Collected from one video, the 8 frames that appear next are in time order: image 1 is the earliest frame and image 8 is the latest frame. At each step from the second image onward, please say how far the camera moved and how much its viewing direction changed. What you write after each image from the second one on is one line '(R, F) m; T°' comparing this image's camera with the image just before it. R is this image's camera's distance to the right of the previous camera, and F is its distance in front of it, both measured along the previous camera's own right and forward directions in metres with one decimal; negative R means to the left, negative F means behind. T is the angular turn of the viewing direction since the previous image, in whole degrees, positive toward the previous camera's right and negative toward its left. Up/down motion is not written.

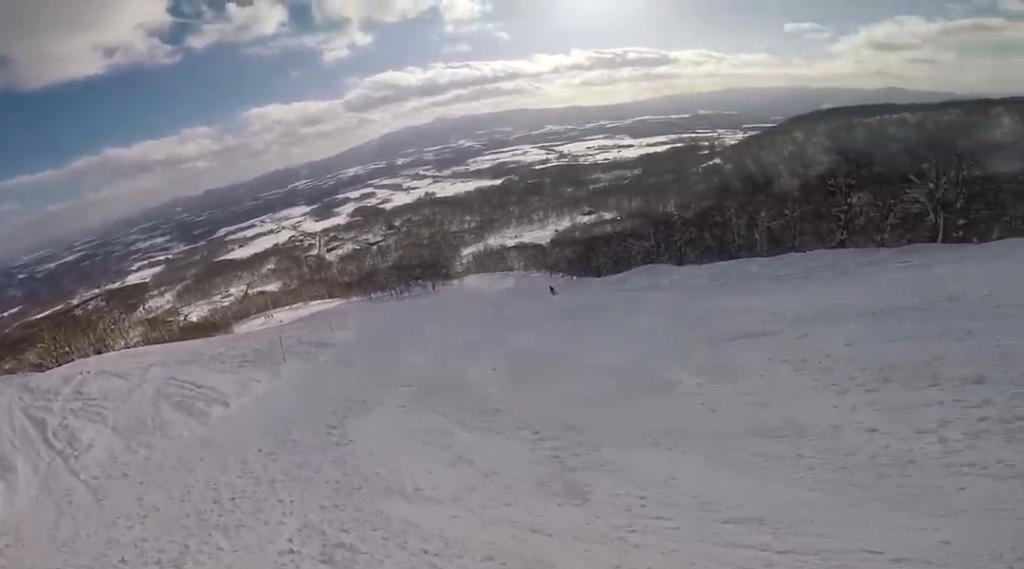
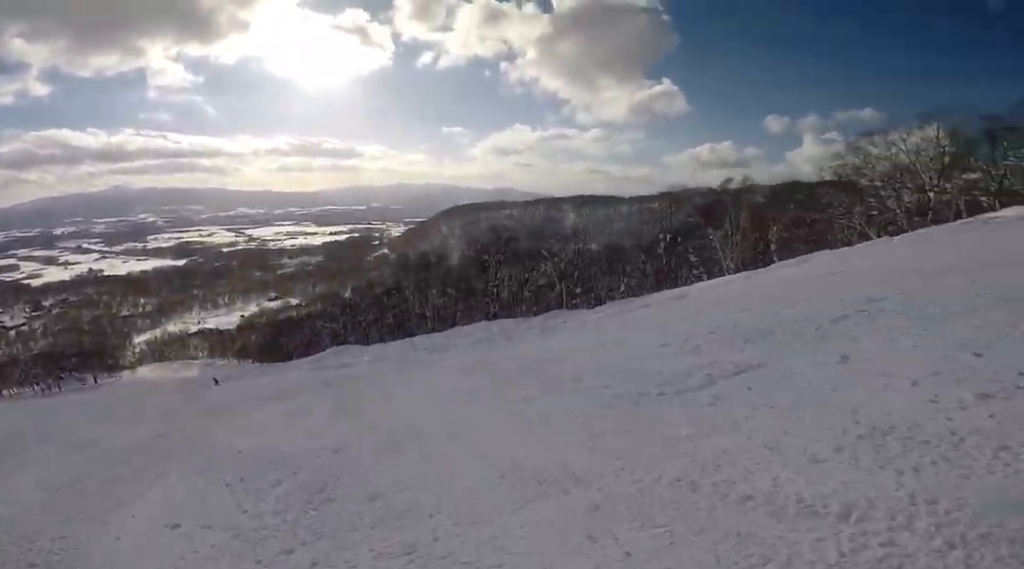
(+2.5, +4.0) m; +39°
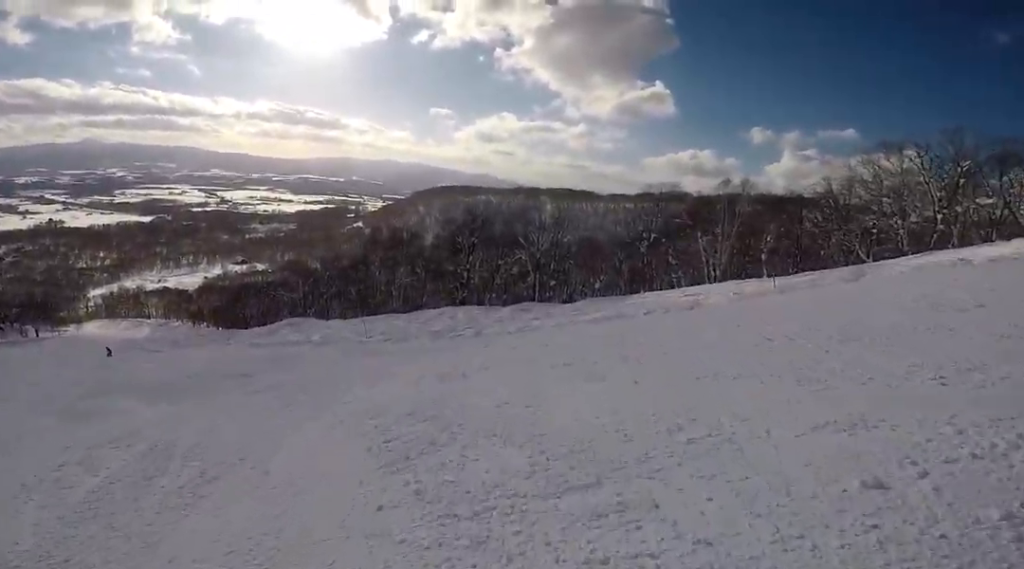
(+0.1, +4.2) m; -2°
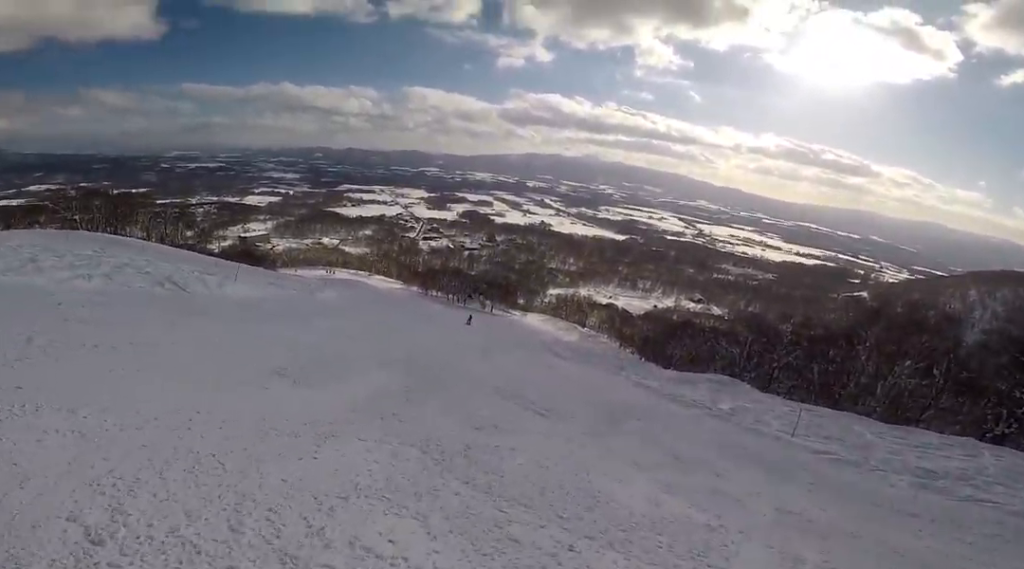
(-1.7, +6.4) m; -43°
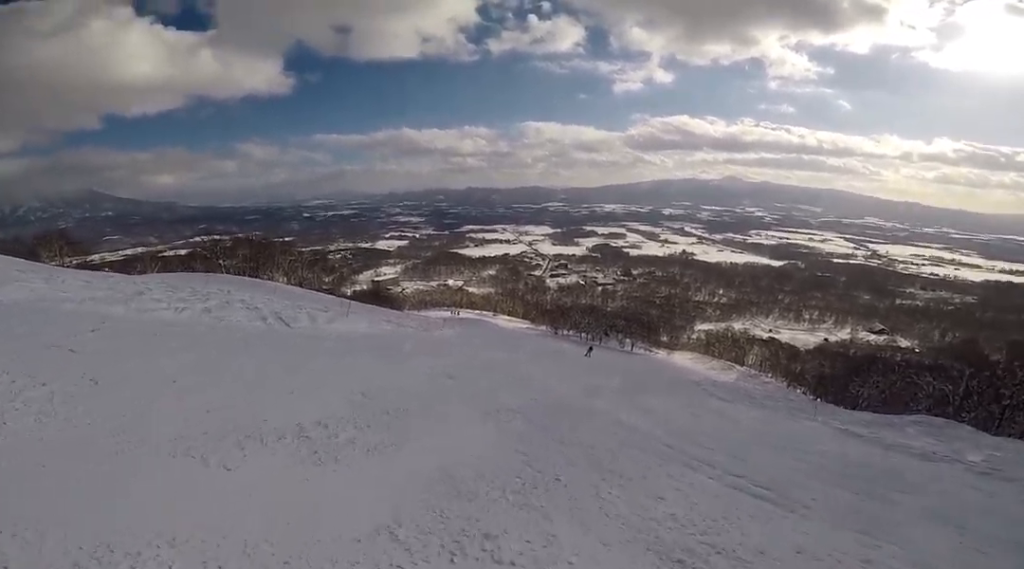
(-0.9, +3.8) m; -27°
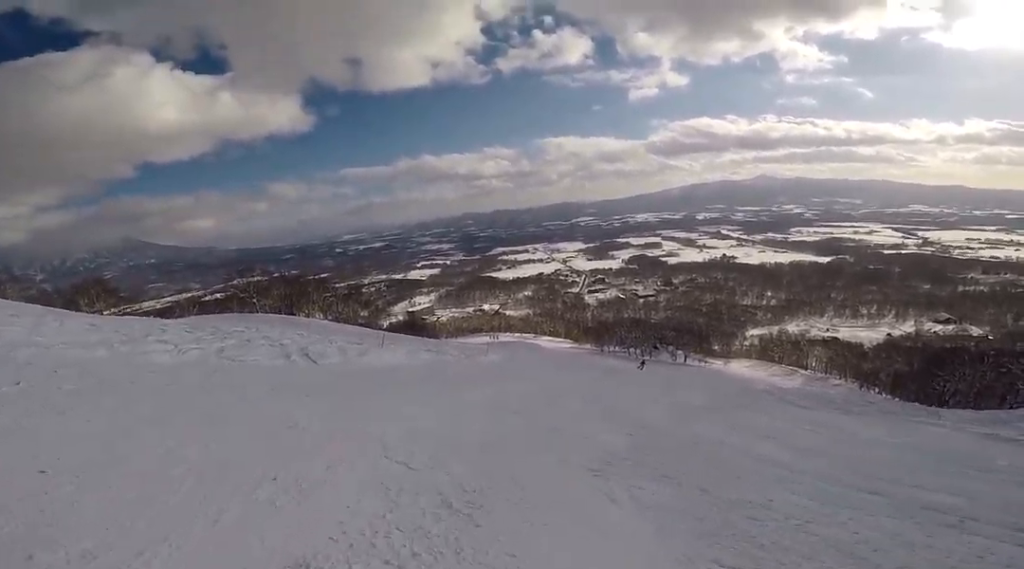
(-0.9, +3.0) m; -4°
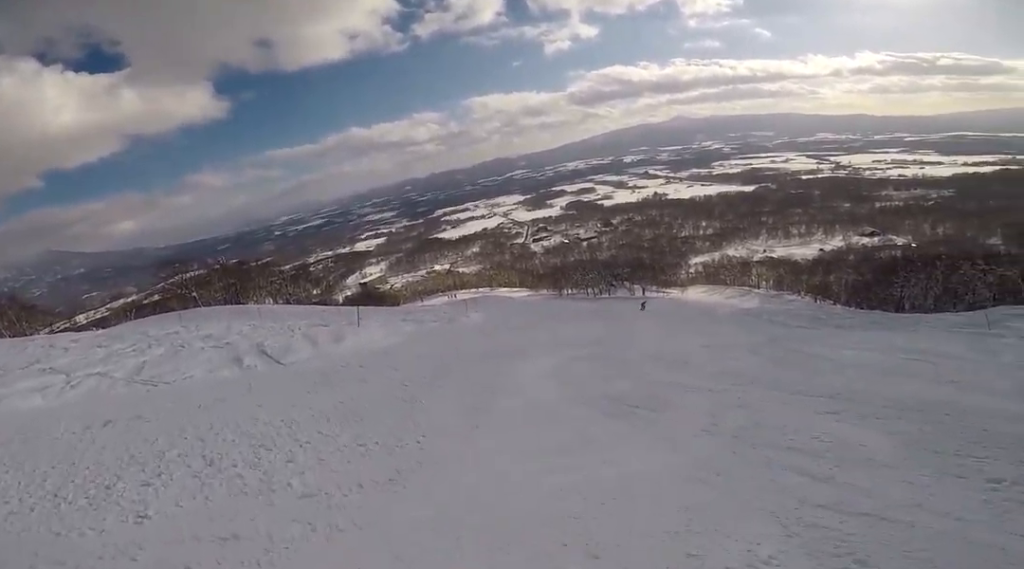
(+0.1, +5.1) m; +17°
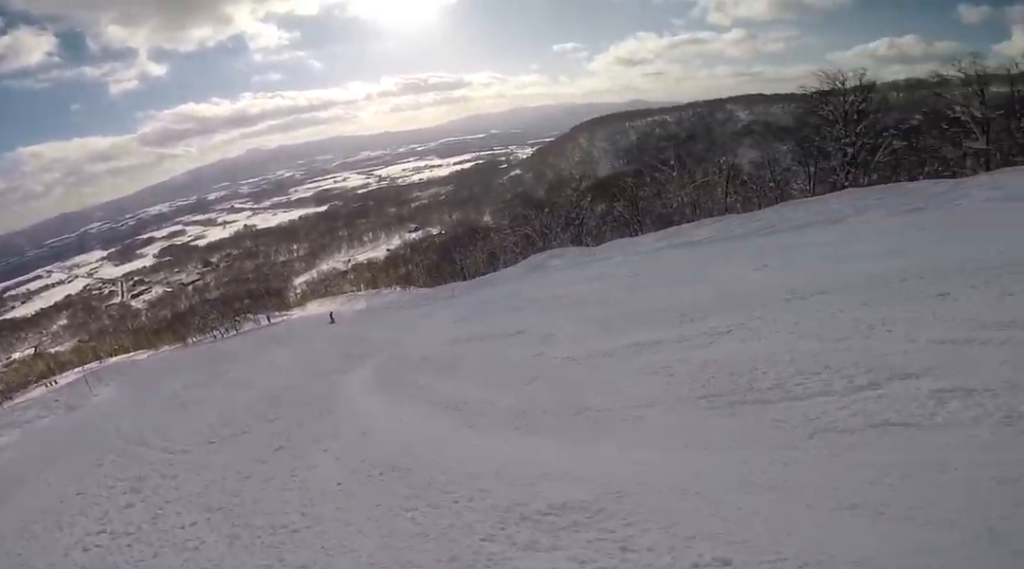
(+2.2, +6.4) m; +45°
